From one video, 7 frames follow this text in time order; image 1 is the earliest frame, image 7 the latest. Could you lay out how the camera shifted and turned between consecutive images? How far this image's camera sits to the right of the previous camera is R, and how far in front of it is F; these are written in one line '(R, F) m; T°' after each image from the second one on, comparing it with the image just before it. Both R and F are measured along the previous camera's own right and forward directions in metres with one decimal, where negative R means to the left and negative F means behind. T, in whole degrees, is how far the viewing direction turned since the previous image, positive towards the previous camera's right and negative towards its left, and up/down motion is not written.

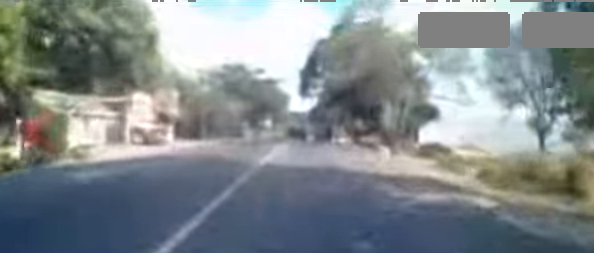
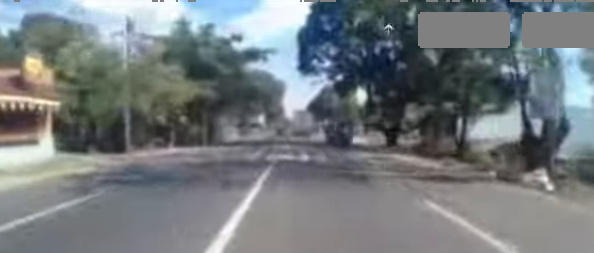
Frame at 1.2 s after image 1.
(+0.2, +13.5) m; 0°
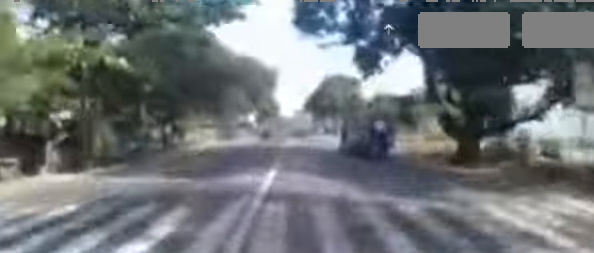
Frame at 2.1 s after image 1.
(-0.2, +10.4) m; 0°
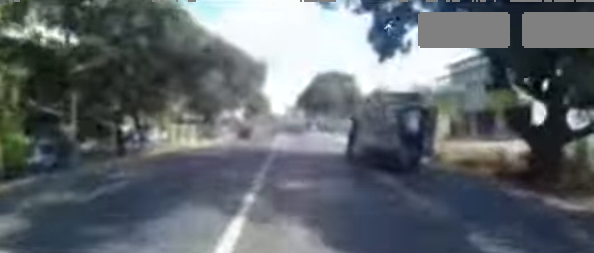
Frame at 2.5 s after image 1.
(-0.1, +4.7) m; +1°
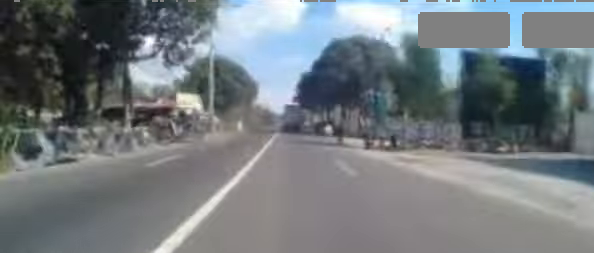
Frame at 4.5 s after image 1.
(+1.1, +23.2) m; -2°
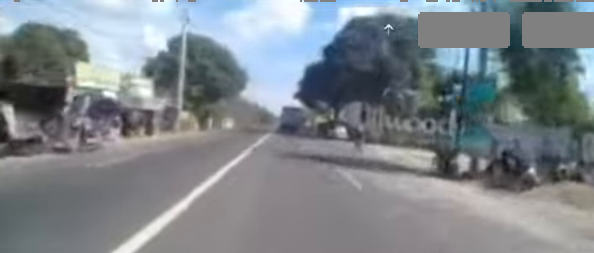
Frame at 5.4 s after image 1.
(-1.0, +10.8) m; 0°
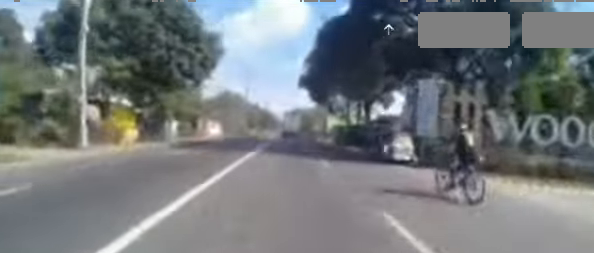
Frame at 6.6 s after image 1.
(+1.1, +13.3) m; +5°
